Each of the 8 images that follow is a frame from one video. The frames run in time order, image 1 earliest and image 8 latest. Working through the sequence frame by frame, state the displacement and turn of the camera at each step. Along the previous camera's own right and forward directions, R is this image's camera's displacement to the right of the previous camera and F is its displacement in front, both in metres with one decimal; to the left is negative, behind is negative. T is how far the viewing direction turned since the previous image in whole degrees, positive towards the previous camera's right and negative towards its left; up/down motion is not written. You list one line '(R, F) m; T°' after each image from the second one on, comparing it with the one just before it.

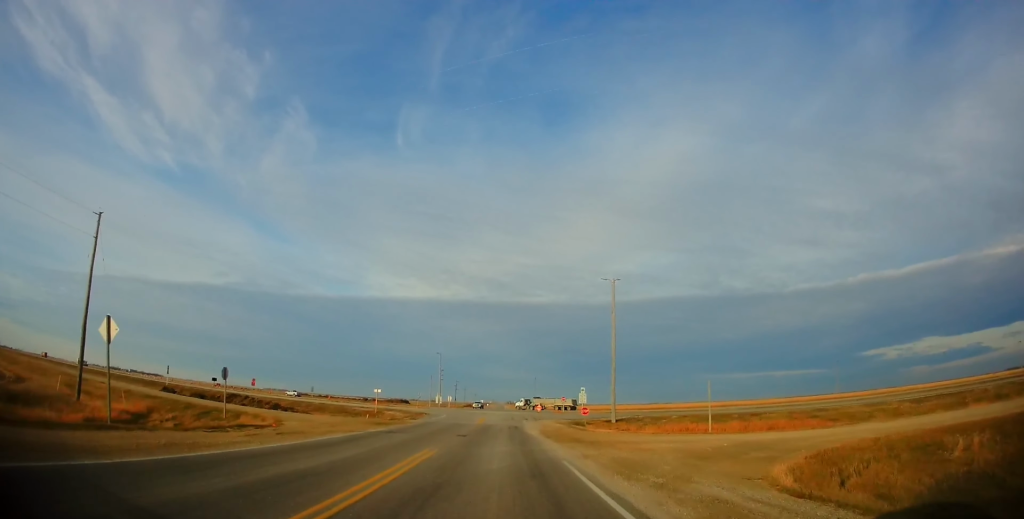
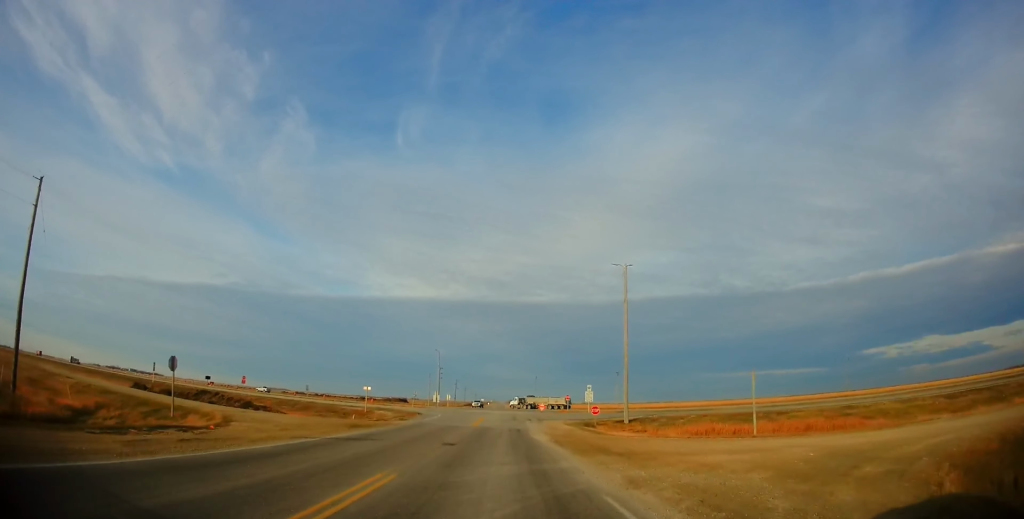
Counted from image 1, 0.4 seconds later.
(0.0, +5.9) m; 0°
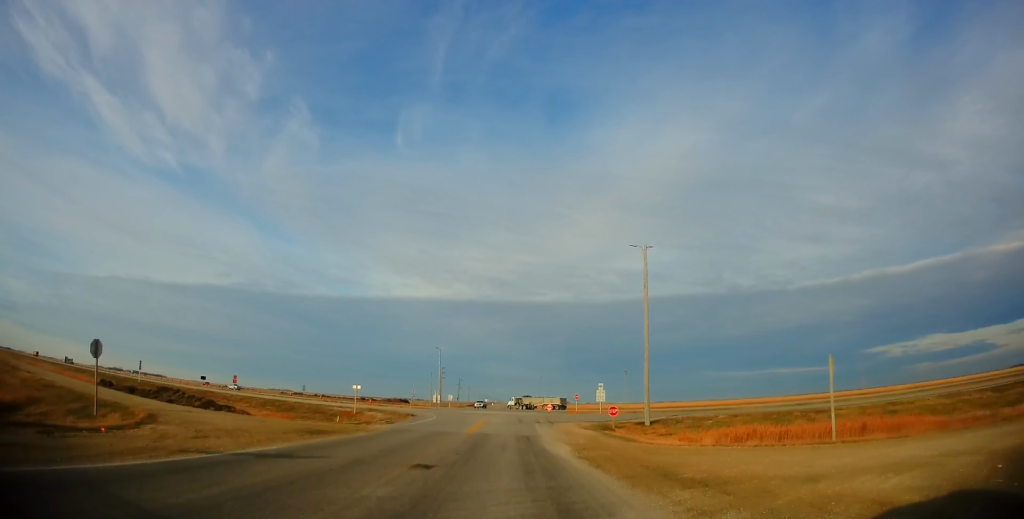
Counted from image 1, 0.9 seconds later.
(0.0, +6.7) m; 0°
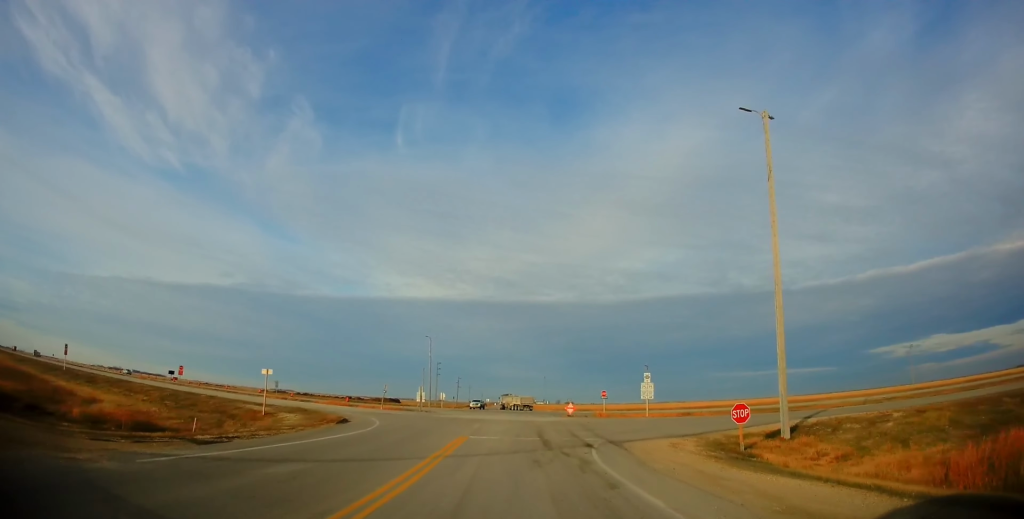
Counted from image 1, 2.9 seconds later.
(0.0, +25.1) m; 0°
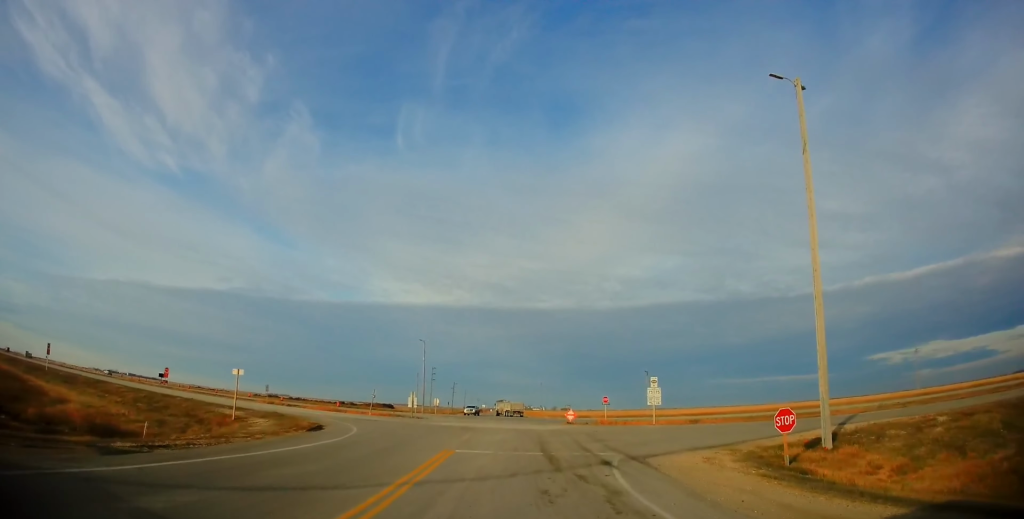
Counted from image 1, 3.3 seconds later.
(0.0, +4.0) m; 0°
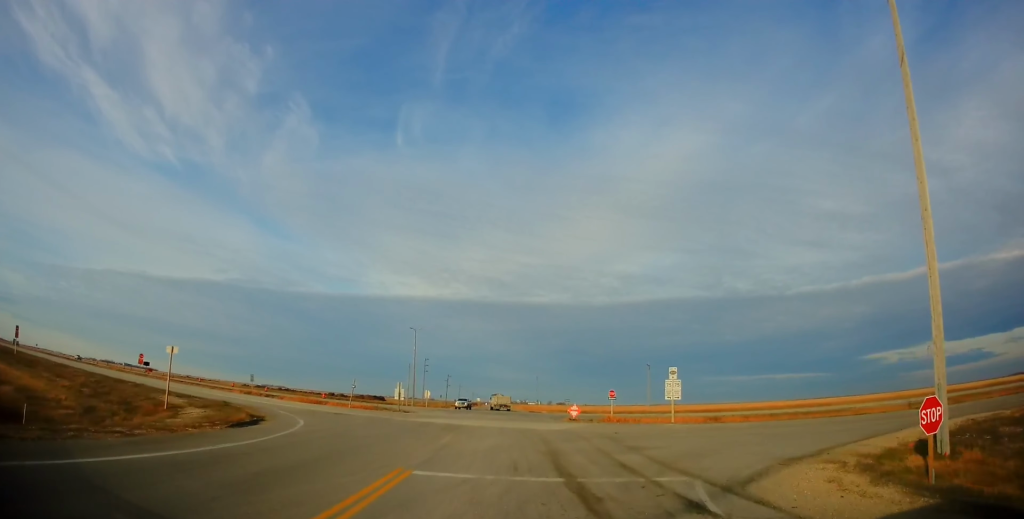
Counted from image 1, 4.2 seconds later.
(0.0, +7.6) m; 0°
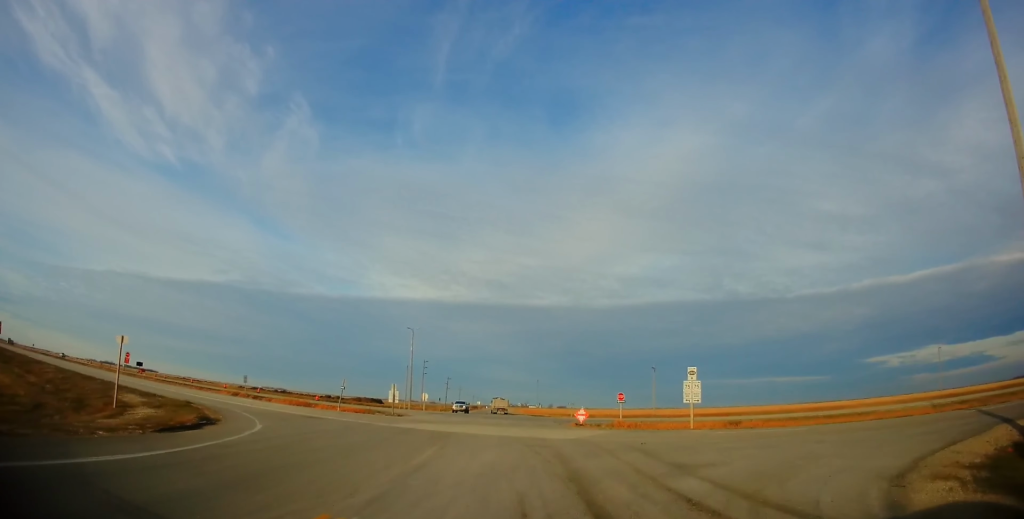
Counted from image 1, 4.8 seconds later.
(0.0, +4.4) m; 0°
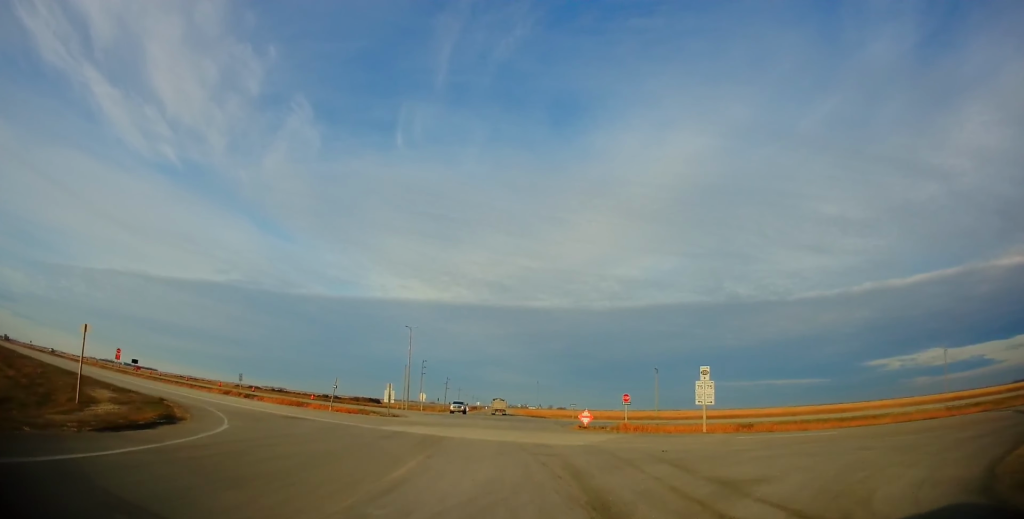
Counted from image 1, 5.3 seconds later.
(0.0, +3.1) m; 0°
